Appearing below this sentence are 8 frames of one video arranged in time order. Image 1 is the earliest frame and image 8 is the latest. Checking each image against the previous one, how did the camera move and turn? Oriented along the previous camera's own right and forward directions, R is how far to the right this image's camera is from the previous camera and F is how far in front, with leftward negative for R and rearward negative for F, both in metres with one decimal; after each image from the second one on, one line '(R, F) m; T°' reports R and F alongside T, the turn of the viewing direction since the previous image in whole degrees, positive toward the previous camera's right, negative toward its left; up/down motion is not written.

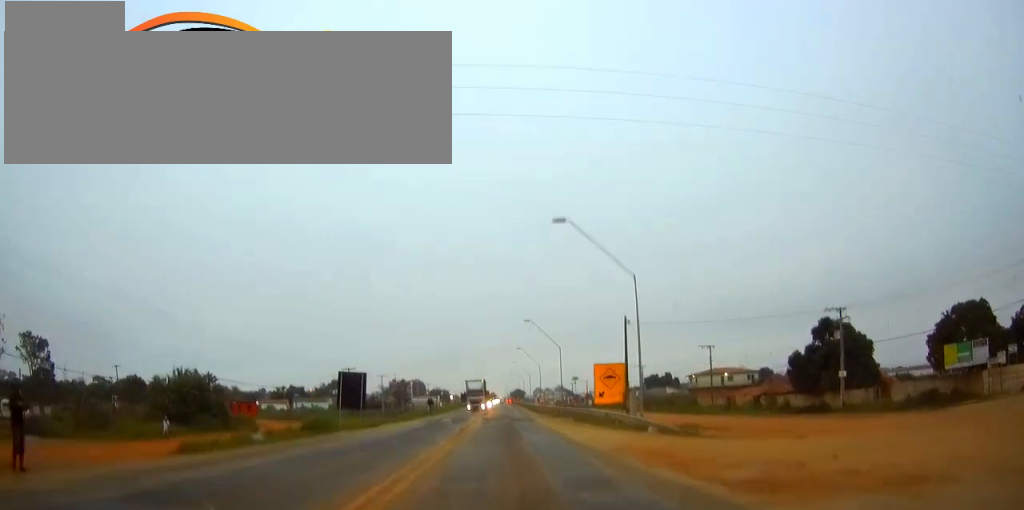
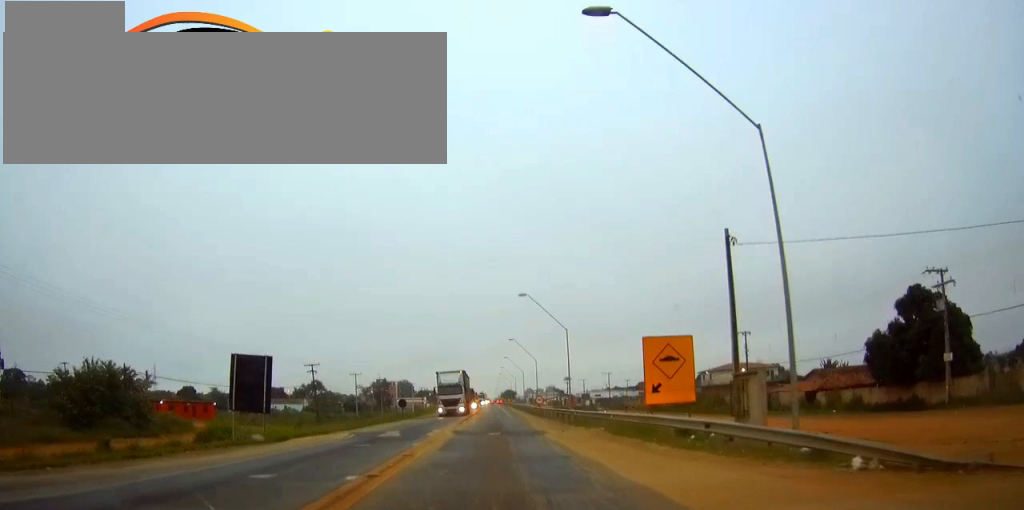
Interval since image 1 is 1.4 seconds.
(0.0, +17.0) m; 0°
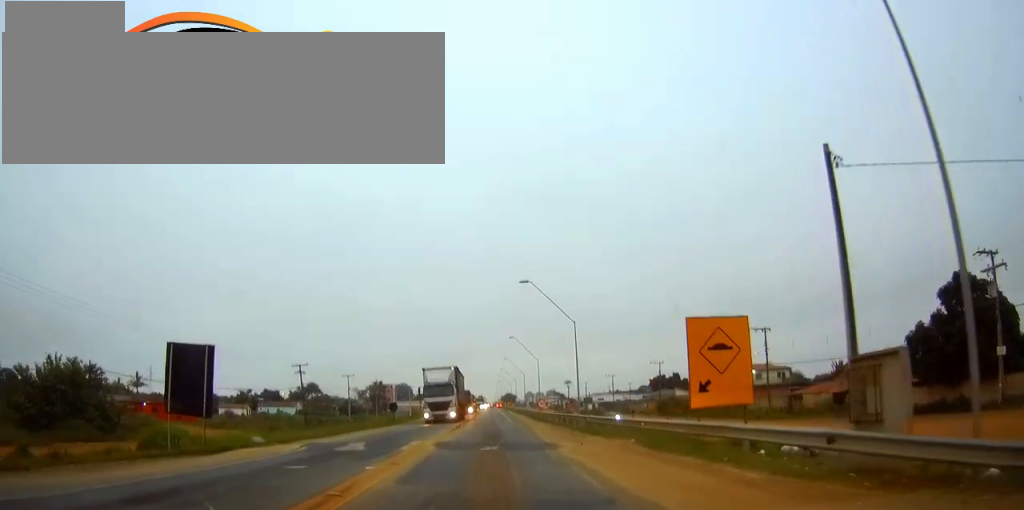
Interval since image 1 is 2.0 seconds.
(0.0, +5.8) m; 0°
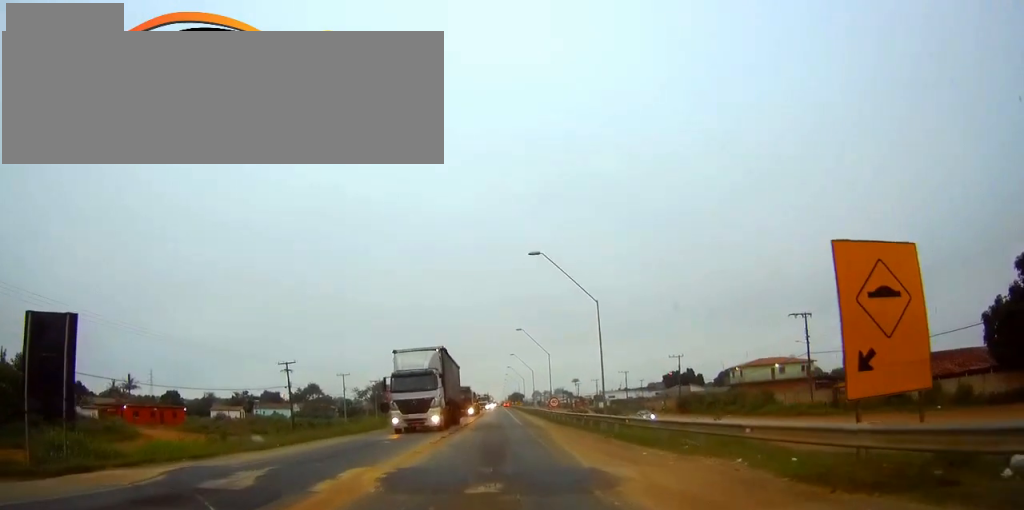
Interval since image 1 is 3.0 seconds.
(0.0, +7.8) m; +1°
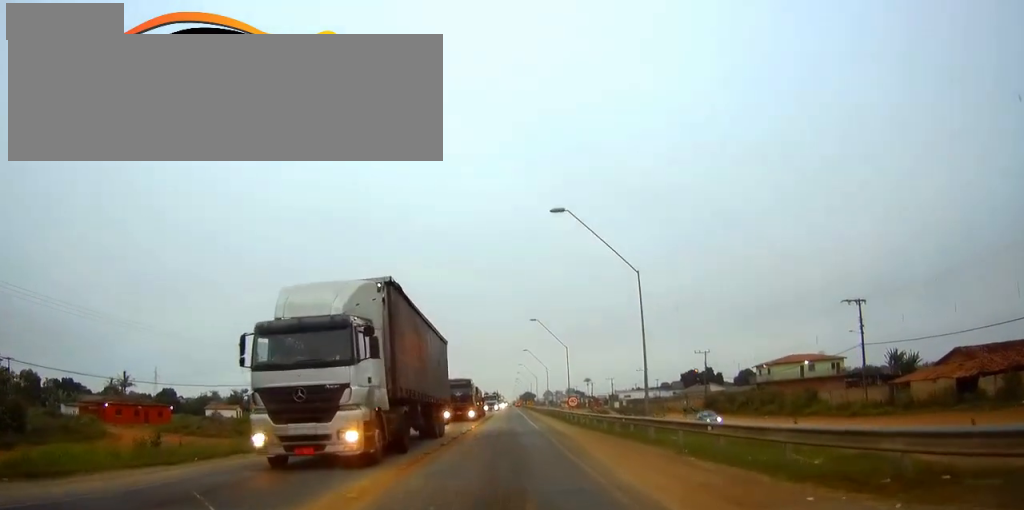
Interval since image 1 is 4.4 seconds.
(+0.1, +7.6) m; -1°
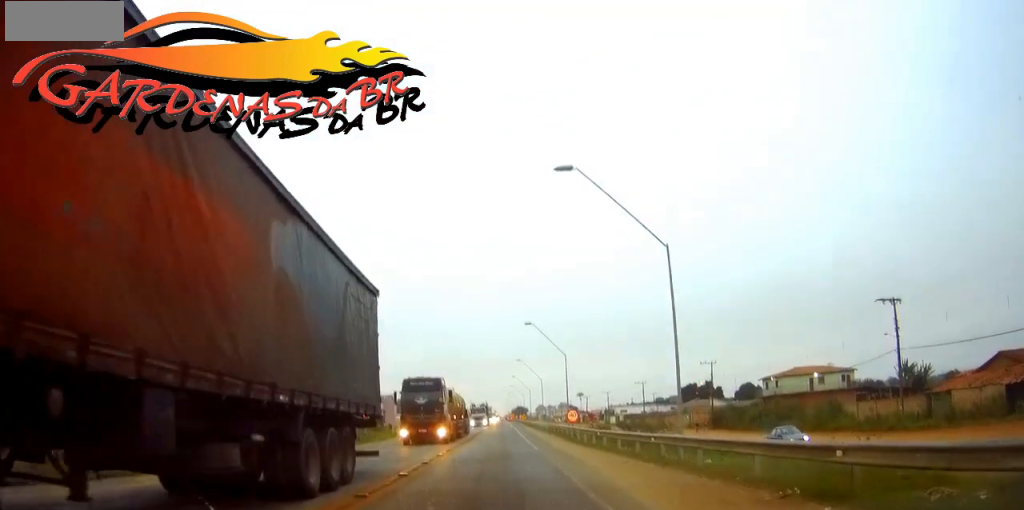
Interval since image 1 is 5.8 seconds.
(-0.1, +7.0) m; -1°
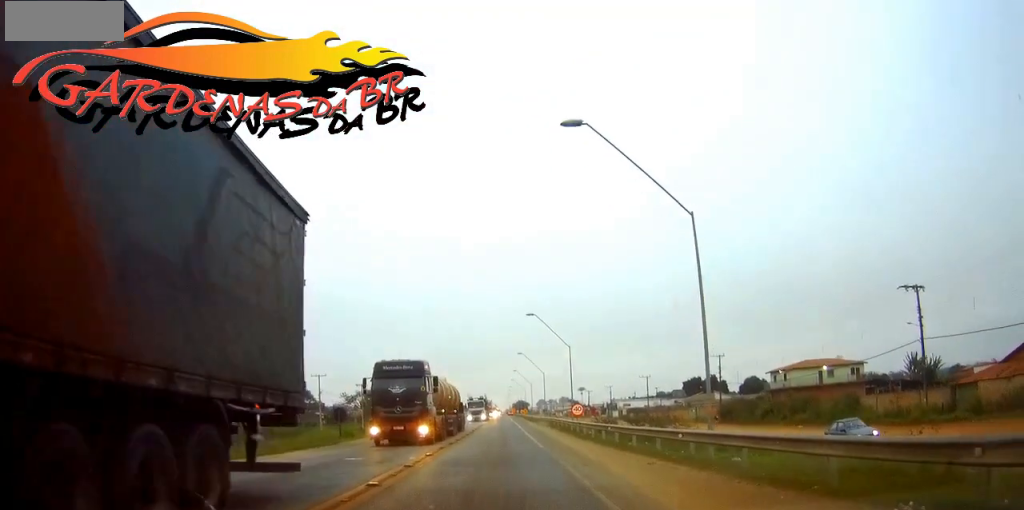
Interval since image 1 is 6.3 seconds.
(0.0, +3.5) m; 0°
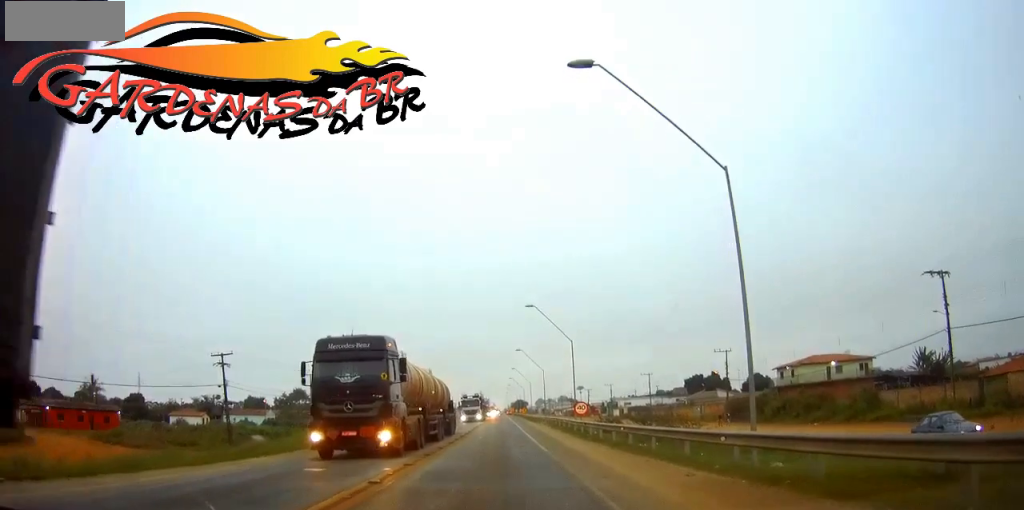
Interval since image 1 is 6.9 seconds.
(0.0, +3.7) m; 0°
